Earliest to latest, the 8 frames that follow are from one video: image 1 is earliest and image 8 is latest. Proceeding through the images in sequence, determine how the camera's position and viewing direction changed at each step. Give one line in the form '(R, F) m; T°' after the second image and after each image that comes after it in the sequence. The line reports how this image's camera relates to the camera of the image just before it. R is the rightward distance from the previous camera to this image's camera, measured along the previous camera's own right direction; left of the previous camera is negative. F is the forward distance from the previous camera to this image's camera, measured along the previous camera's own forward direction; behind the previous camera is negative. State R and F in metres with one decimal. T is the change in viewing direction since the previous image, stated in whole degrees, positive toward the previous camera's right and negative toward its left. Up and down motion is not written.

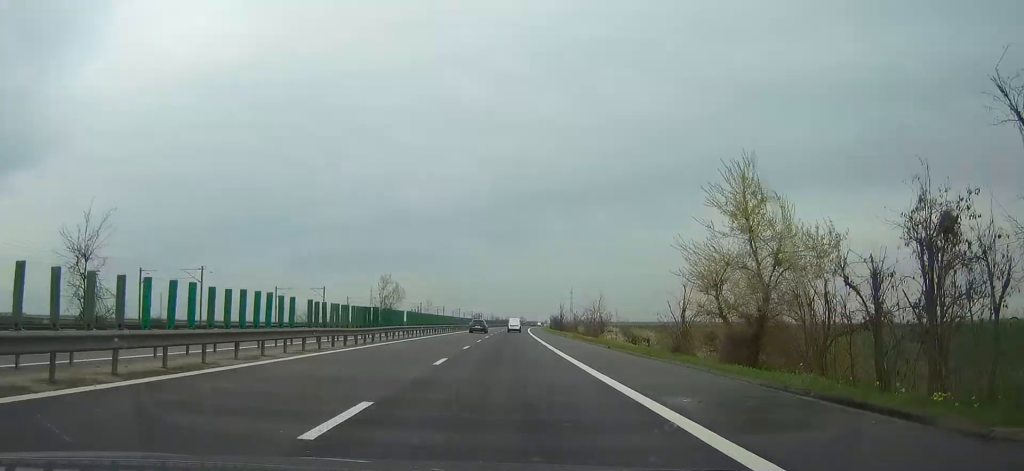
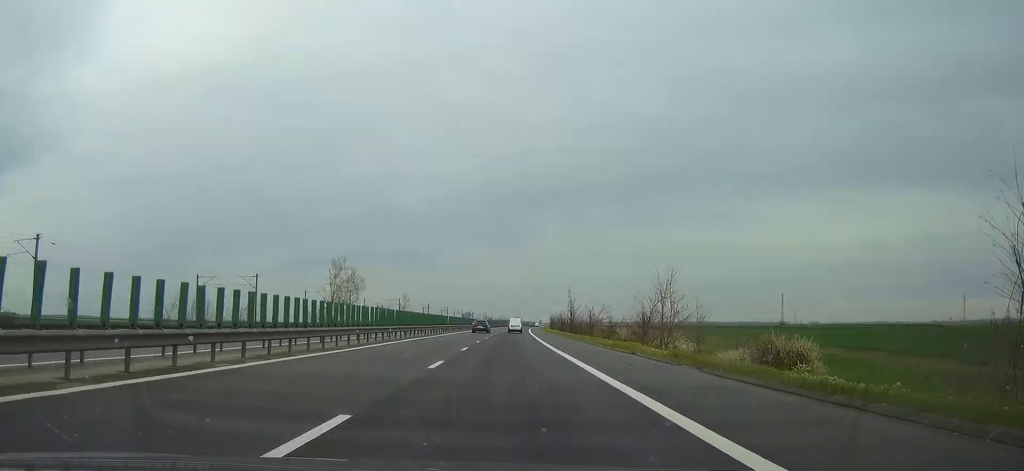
(+0.2, +41.5) m; +1°
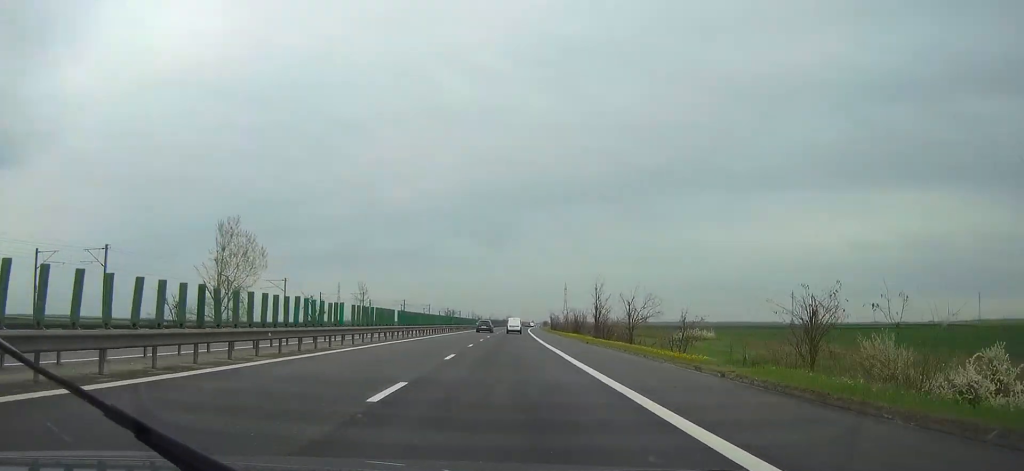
(+0.2, +44.1) m; +1°
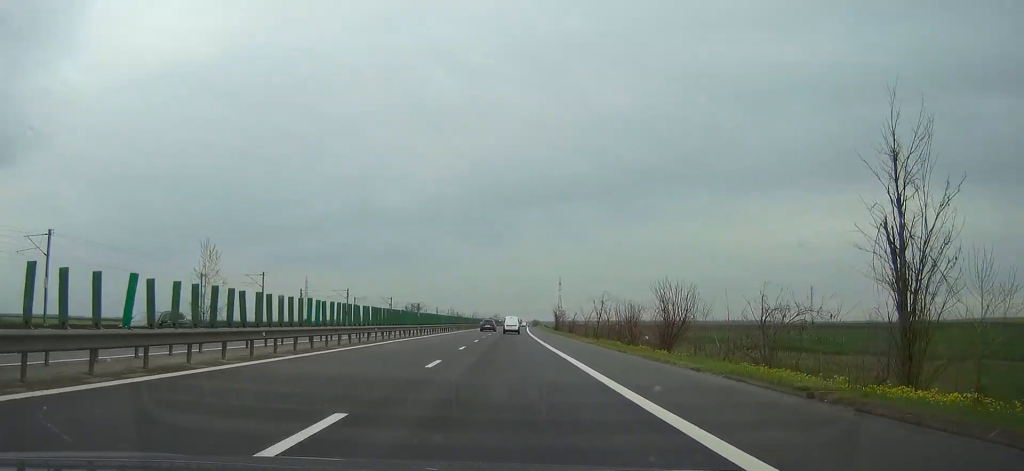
(+0.6, +63.7) m; +1°
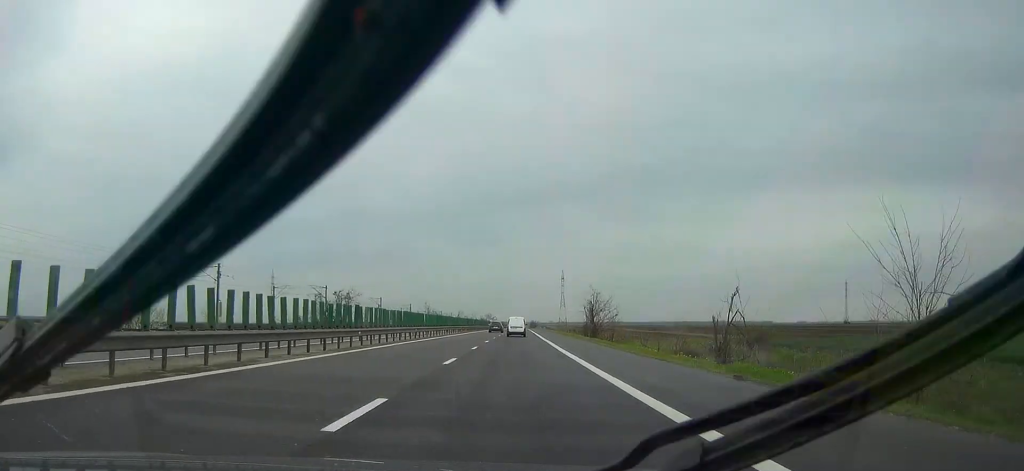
(+0.3, +68.8) m; 0°
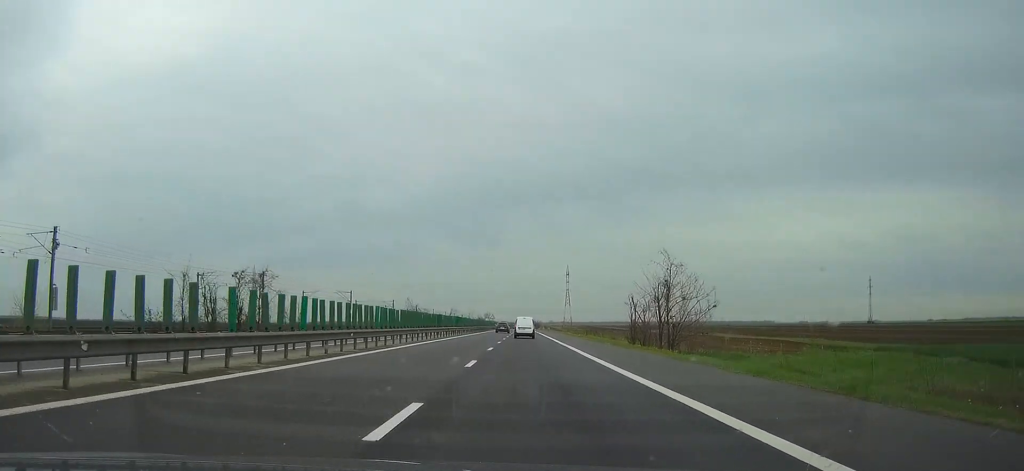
(0.0, +35.9) m; 0°
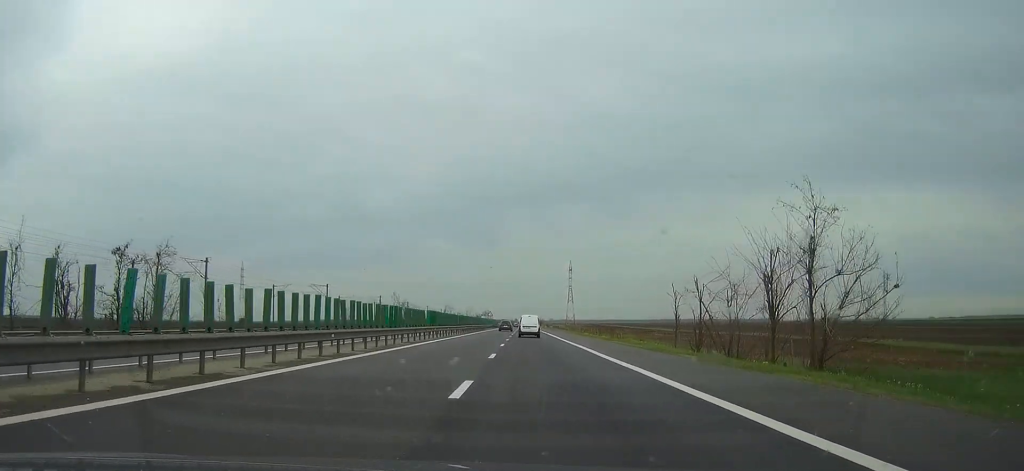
(0.0, +20.0) m; 0°
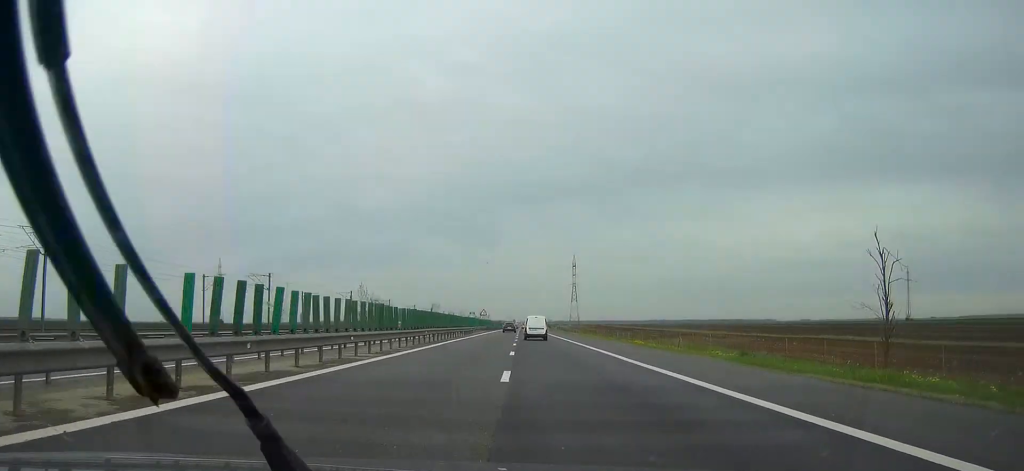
(0.0, +32.1) m; 0°
